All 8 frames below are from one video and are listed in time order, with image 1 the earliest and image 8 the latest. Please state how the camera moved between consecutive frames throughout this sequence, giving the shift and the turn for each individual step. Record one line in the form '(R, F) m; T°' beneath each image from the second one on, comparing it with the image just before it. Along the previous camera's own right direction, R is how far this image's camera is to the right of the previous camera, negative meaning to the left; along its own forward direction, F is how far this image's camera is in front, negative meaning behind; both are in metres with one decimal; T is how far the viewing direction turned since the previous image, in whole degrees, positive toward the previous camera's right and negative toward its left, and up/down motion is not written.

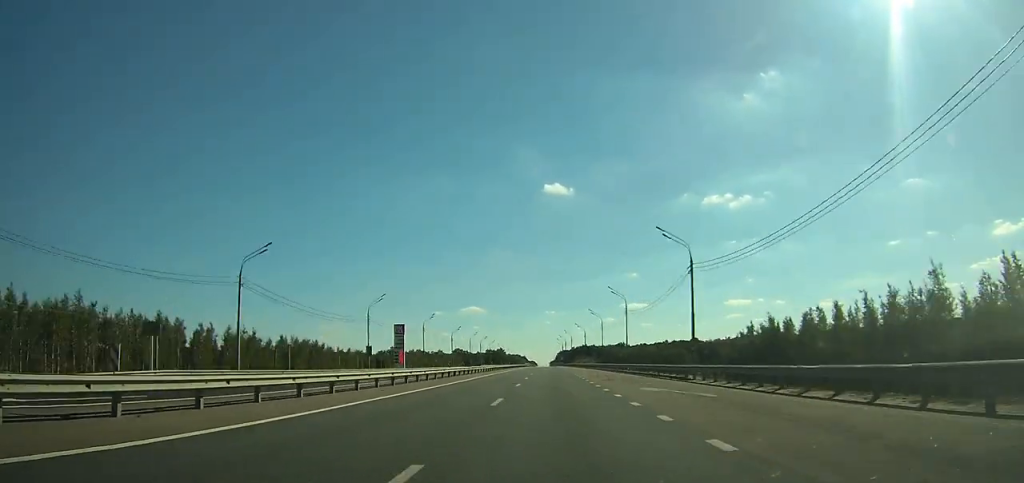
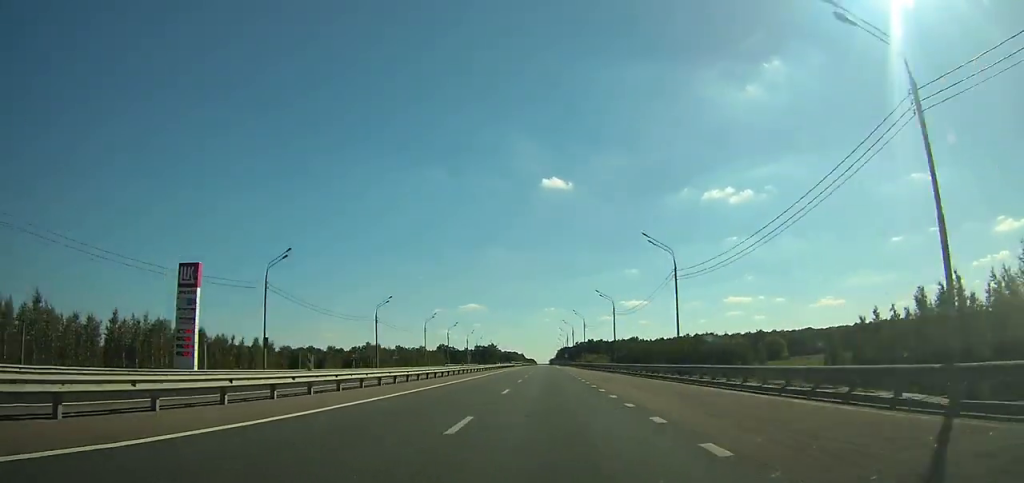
(+0.2, +69.9) m; 0°
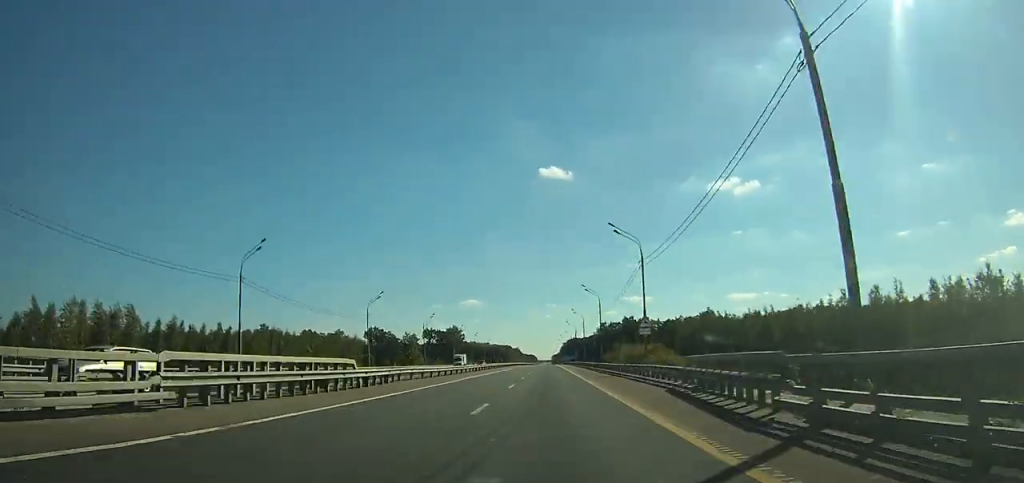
(-0.6, +169.3) m; 0°
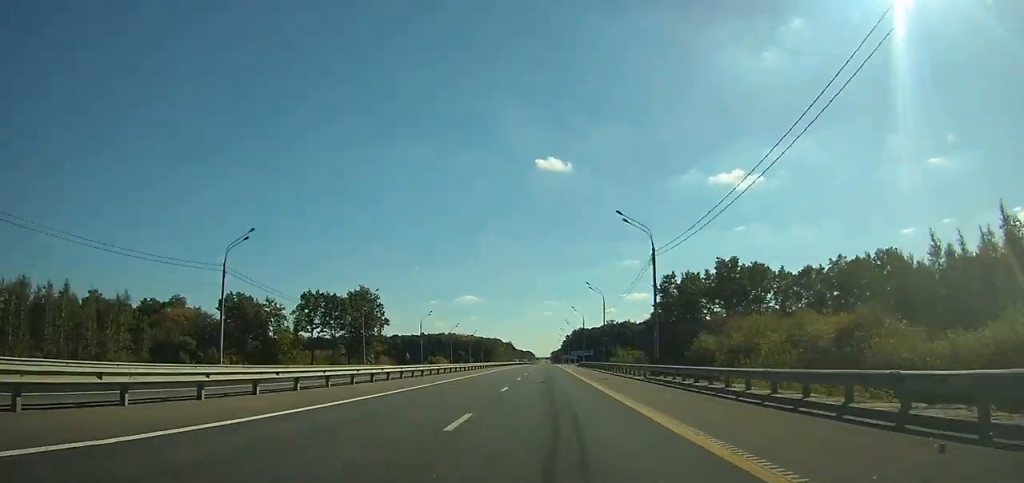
(0.0, +110.7) m; 0°
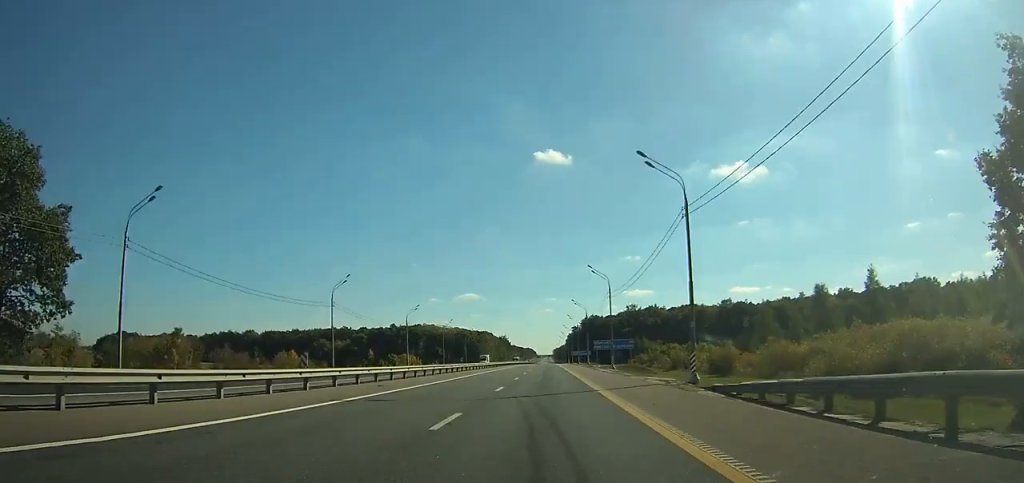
(+0.1, +85.3) m; 0°
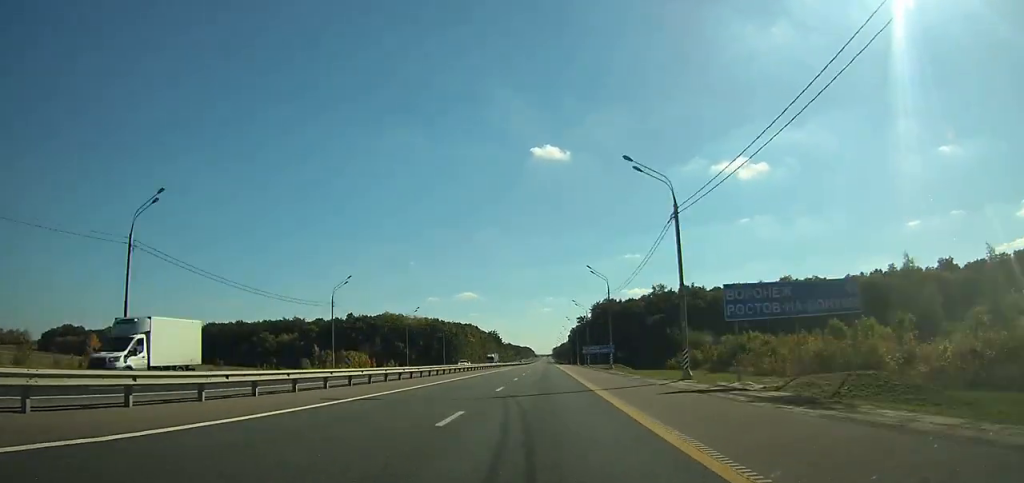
(+0.1, +75.4) m; 0°
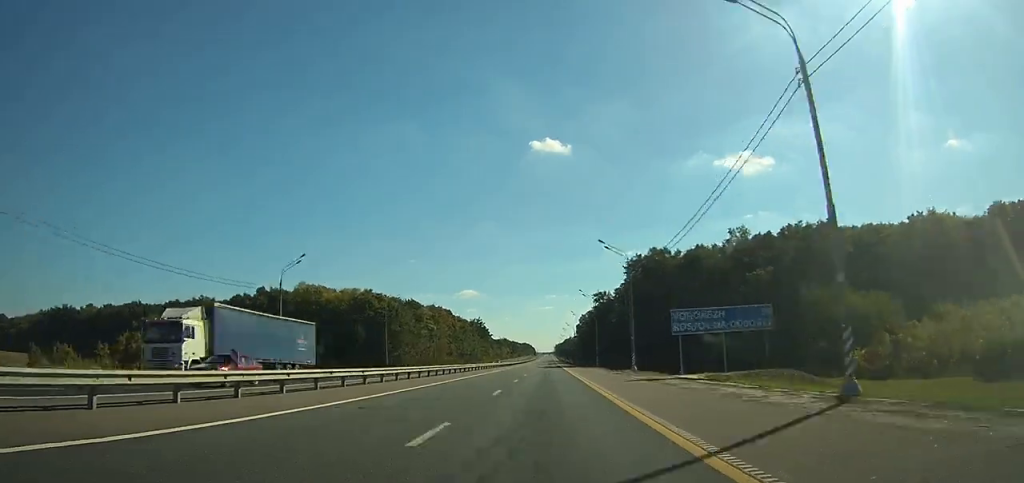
(0.0, +90.9) m; 0°
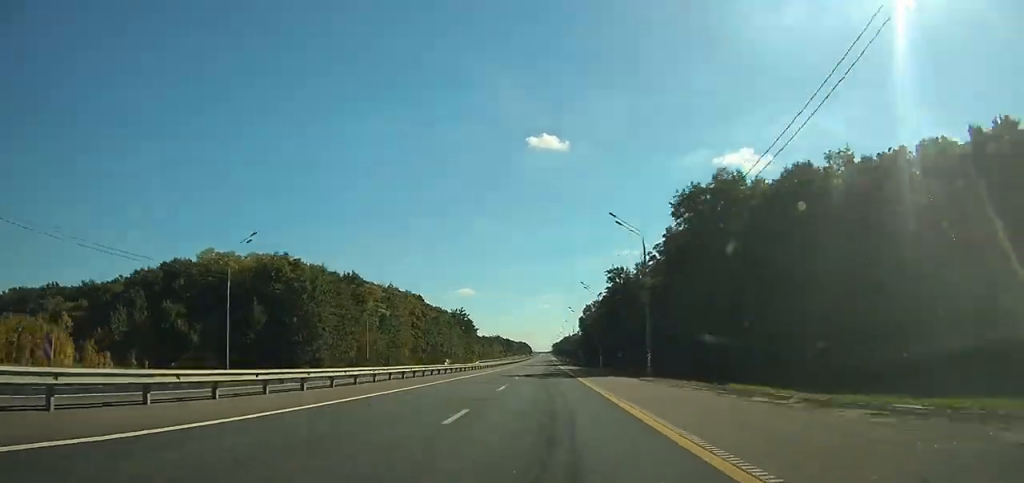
(-0.2, +46.5) m; 0°
